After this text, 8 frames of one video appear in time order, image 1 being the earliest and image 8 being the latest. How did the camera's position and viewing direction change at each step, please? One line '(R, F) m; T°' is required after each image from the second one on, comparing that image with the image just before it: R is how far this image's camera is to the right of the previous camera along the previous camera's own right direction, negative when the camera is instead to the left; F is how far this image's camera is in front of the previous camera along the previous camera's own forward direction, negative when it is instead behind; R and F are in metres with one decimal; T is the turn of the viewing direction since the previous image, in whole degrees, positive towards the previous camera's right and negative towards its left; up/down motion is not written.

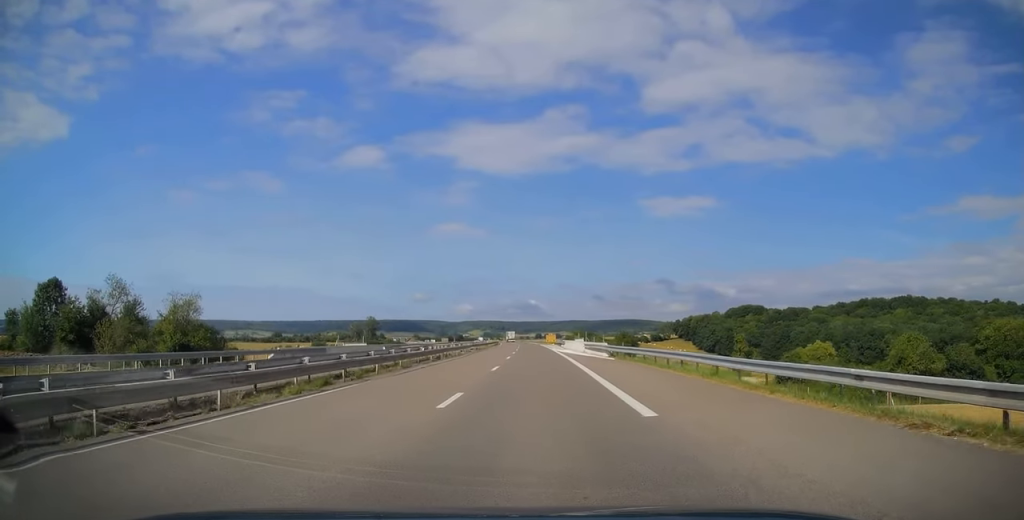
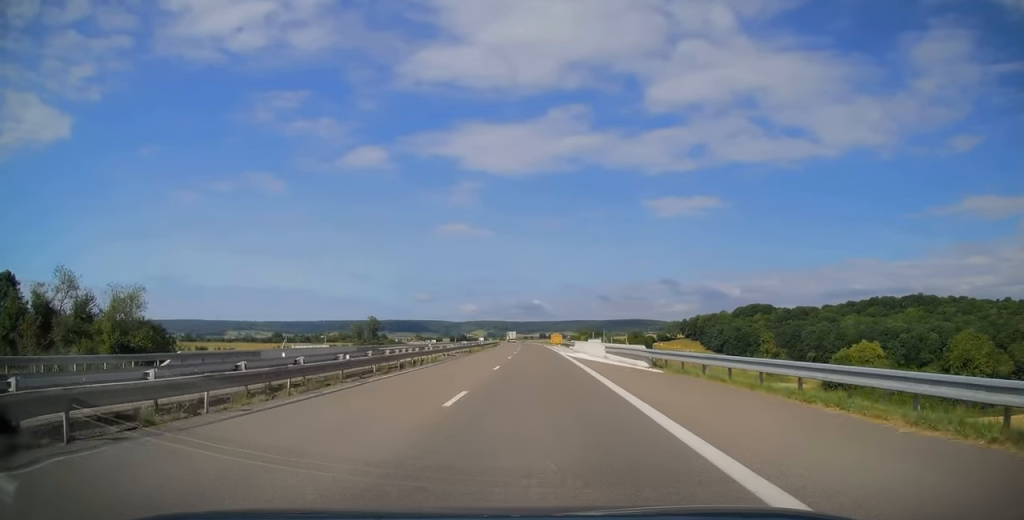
(0.0, +12.8) m; -1°
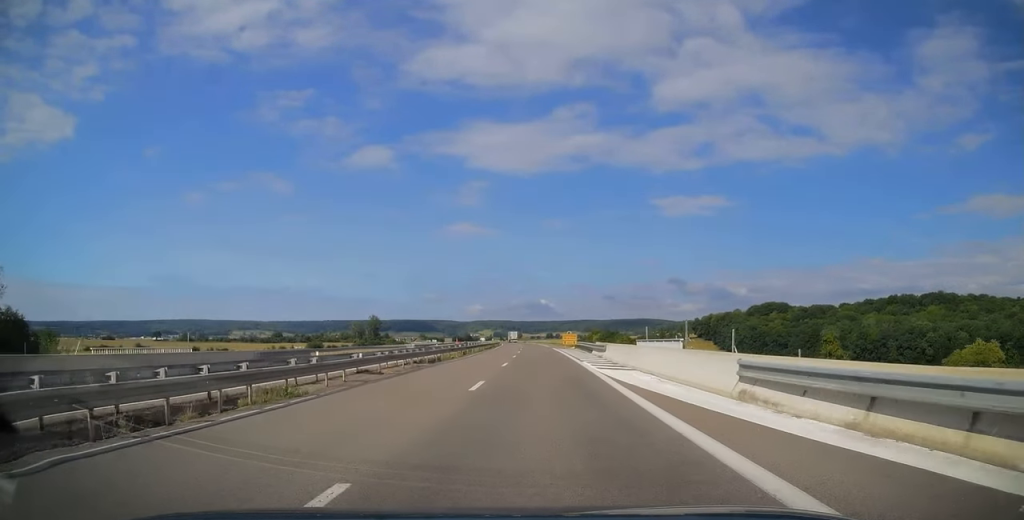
(-0.3, +22.6) m; 0°
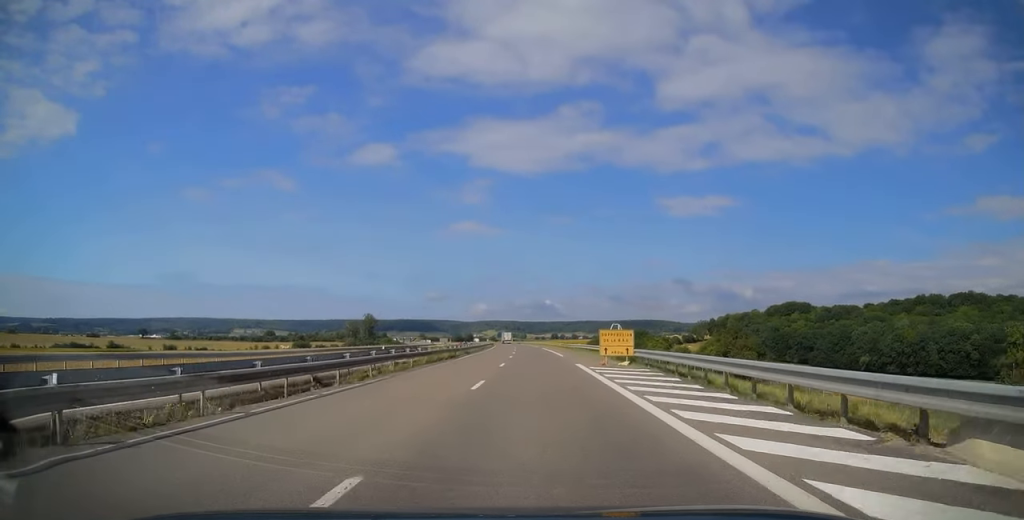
(+0.1, +38.8) m; -1°
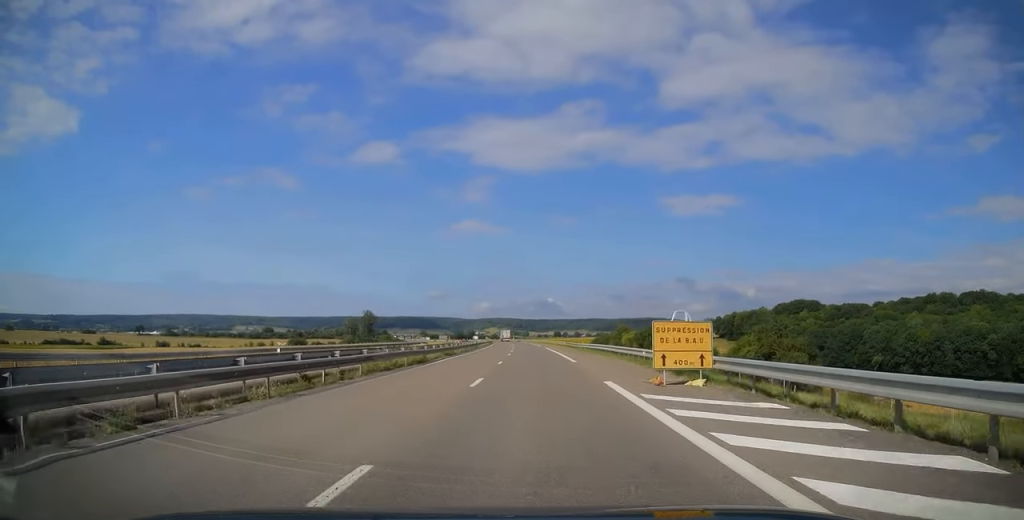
(-0.4, +12.8) m; 0°
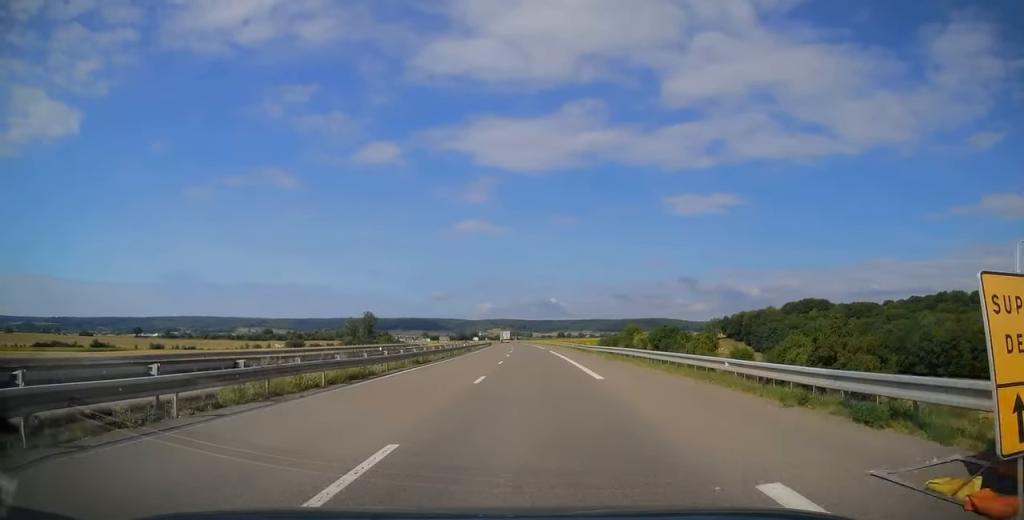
(-0.2, +11.8) m; 0°
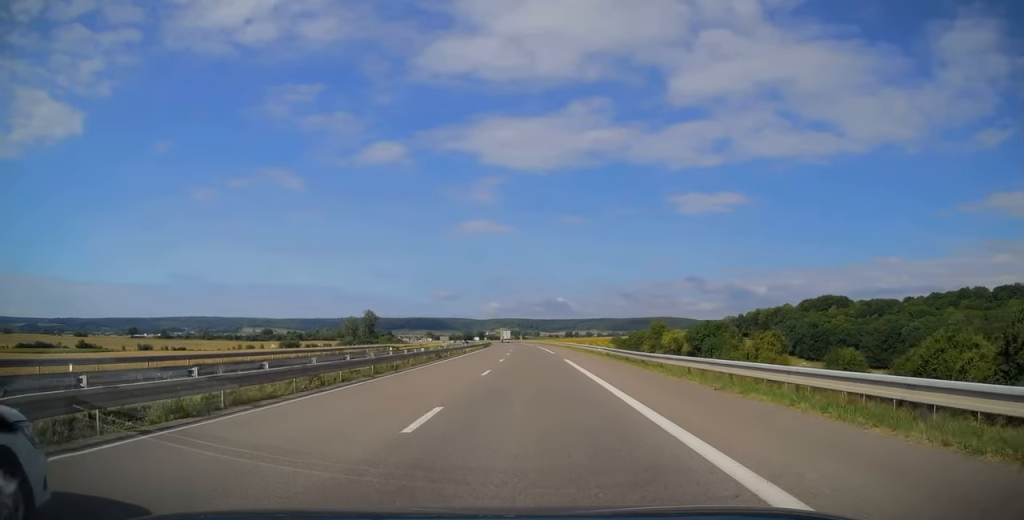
(+0.2, +22.1) m; 0°
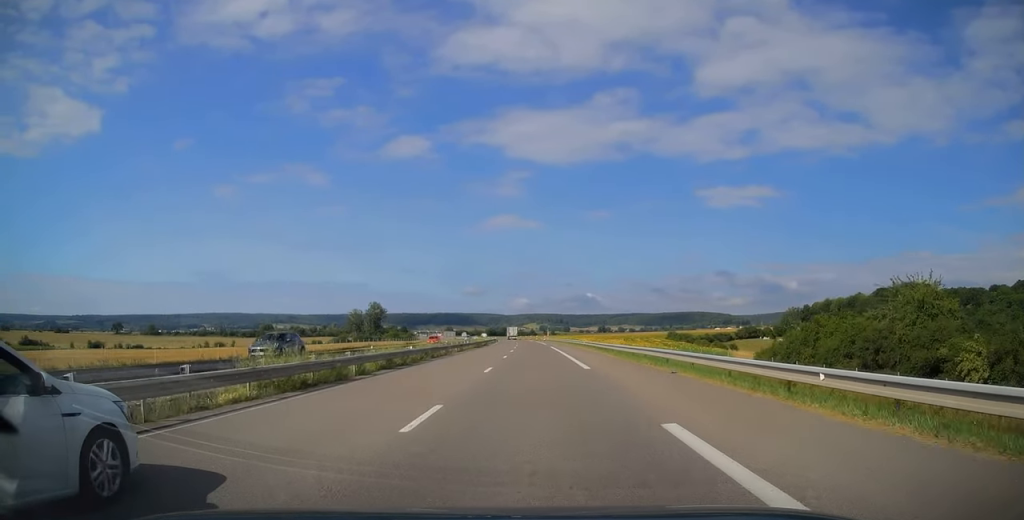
(-1.8, +78.3) m; -3°
